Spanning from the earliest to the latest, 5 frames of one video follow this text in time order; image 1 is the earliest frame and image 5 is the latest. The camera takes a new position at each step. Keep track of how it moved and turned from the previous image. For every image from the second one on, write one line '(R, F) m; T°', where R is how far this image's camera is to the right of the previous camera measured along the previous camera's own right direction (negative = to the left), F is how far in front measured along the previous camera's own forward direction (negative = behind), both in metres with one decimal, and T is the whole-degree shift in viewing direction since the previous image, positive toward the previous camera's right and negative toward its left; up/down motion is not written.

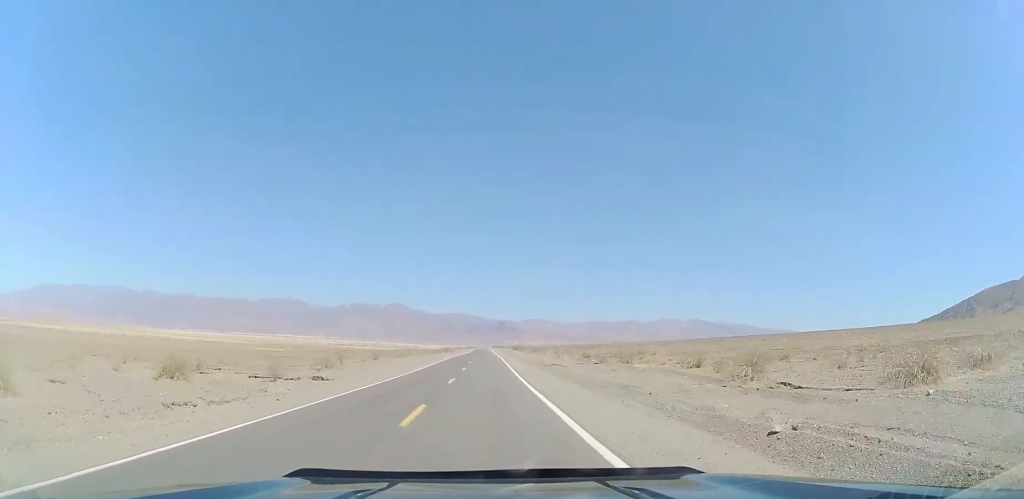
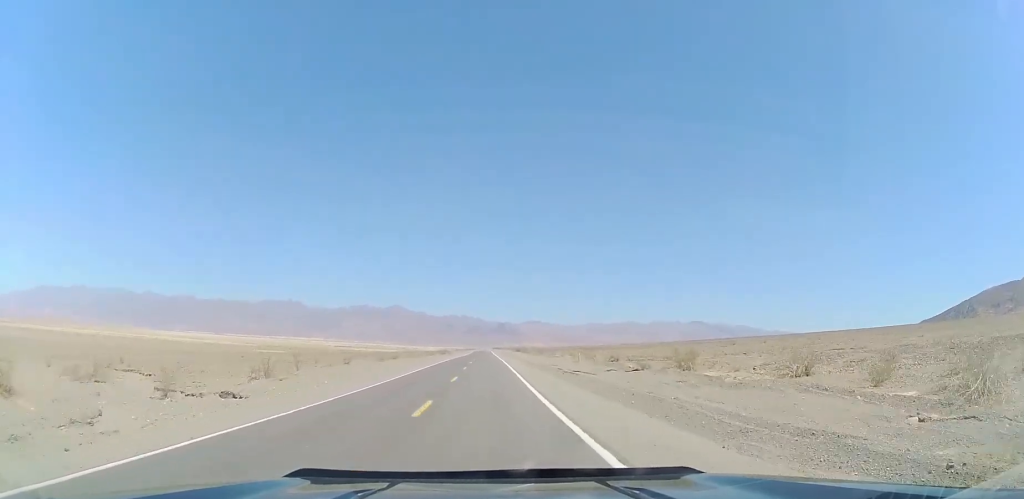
(-0.1, +12.5) m; 0°
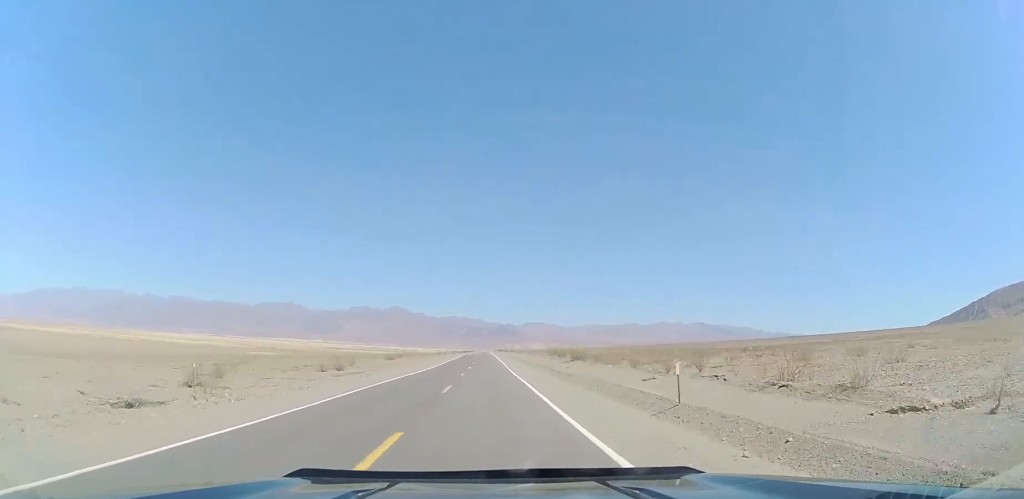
(0.0, +107.9) m; 0°
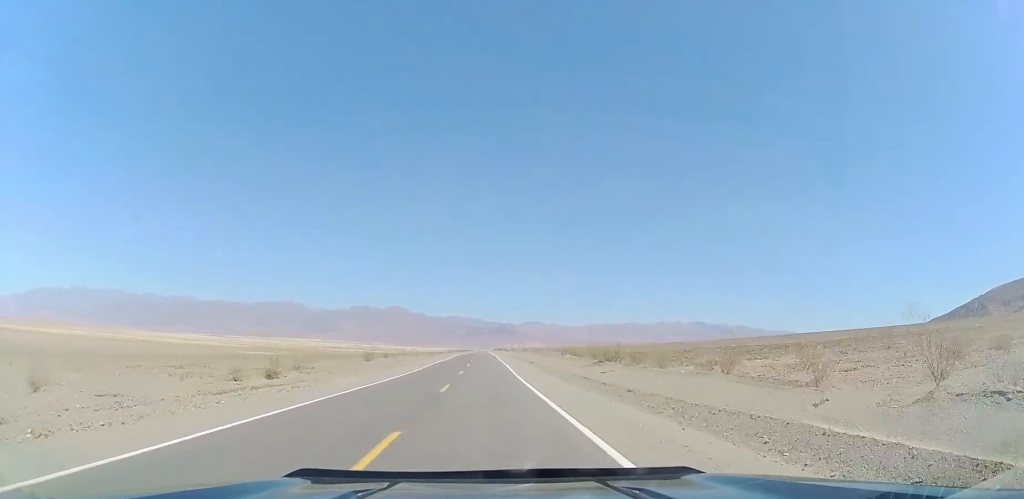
(0.0, +14.8) m; 0°
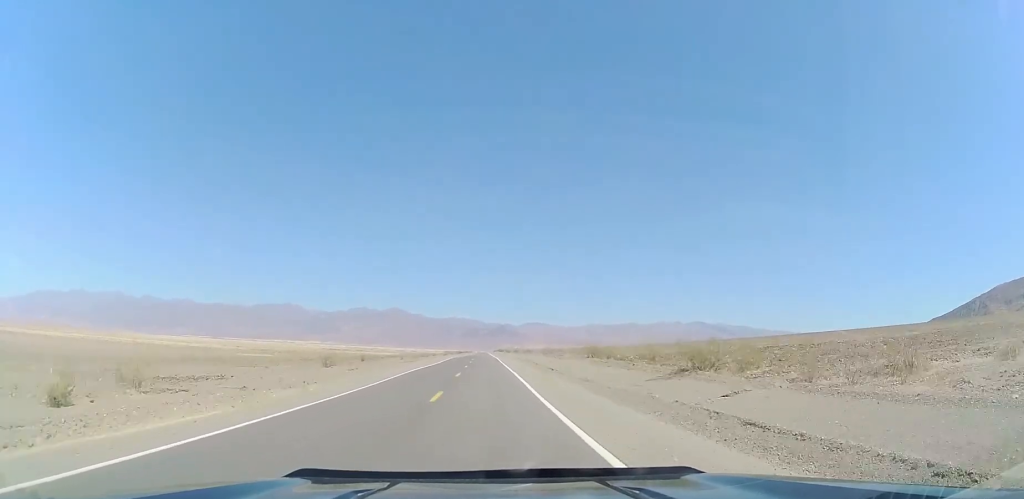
(0.0, +18.1) m; 0°
